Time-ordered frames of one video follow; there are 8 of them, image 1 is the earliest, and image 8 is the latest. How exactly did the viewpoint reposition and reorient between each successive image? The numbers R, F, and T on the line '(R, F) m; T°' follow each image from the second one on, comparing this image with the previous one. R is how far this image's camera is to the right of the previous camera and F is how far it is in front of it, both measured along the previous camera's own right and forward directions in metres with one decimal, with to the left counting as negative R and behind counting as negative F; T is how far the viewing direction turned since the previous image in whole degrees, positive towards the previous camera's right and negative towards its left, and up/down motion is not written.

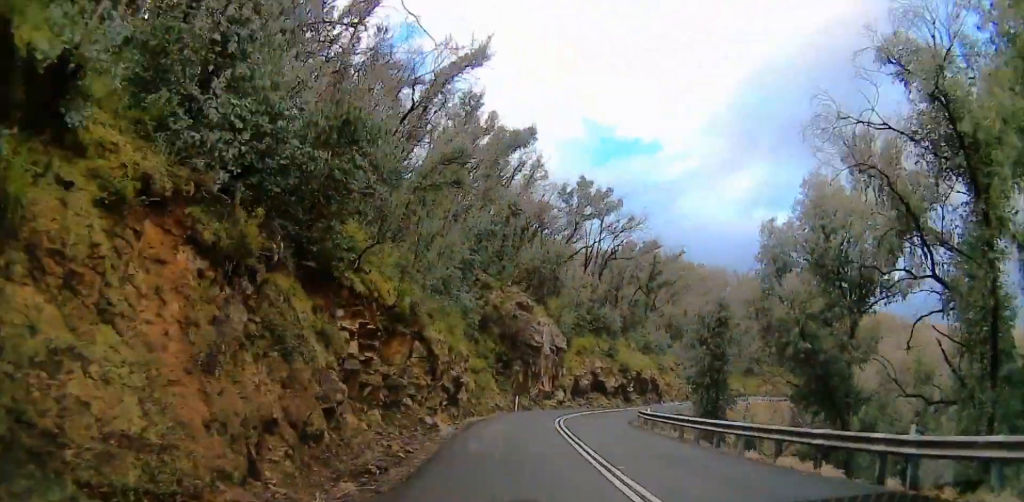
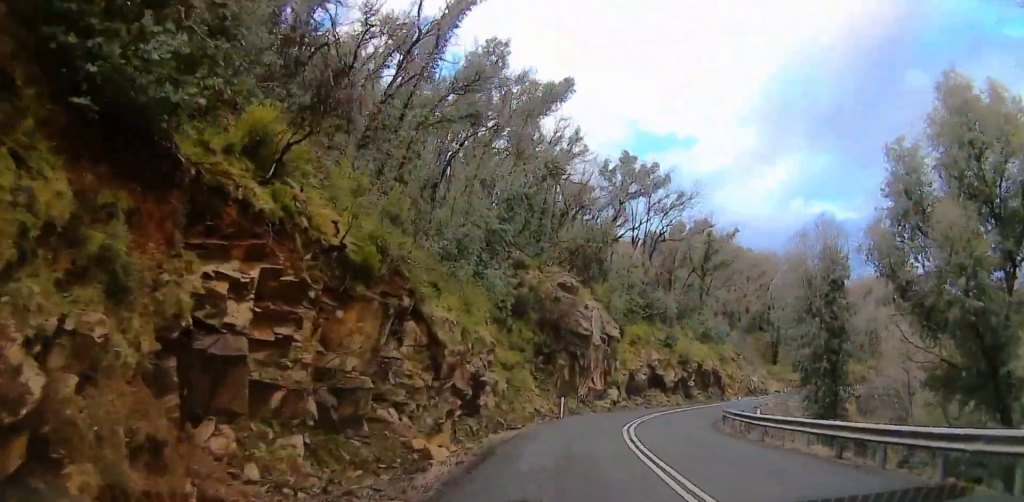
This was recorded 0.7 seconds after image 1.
(-0.3, +9.5) m; 0°
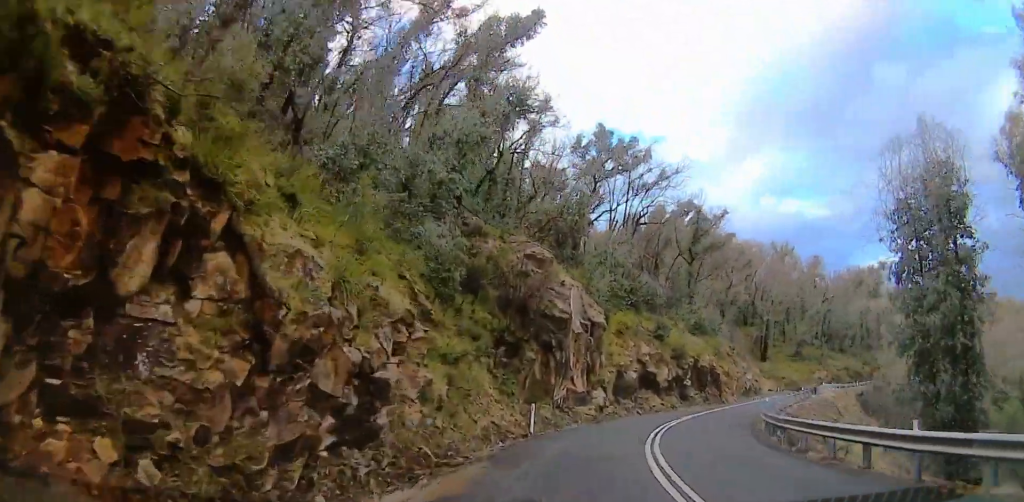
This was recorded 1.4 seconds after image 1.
(+0.4, +9.6) m; +4°
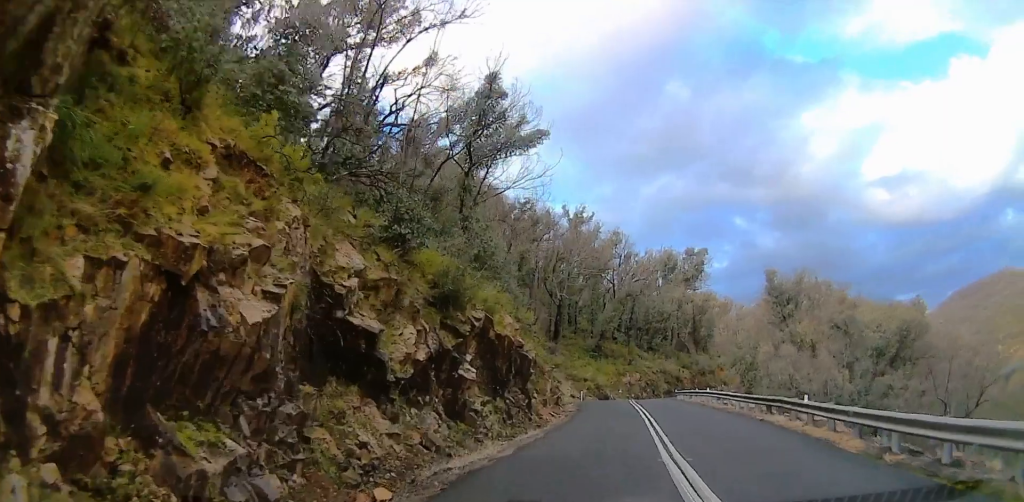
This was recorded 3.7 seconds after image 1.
(+4.7, +29.9) m; +17°
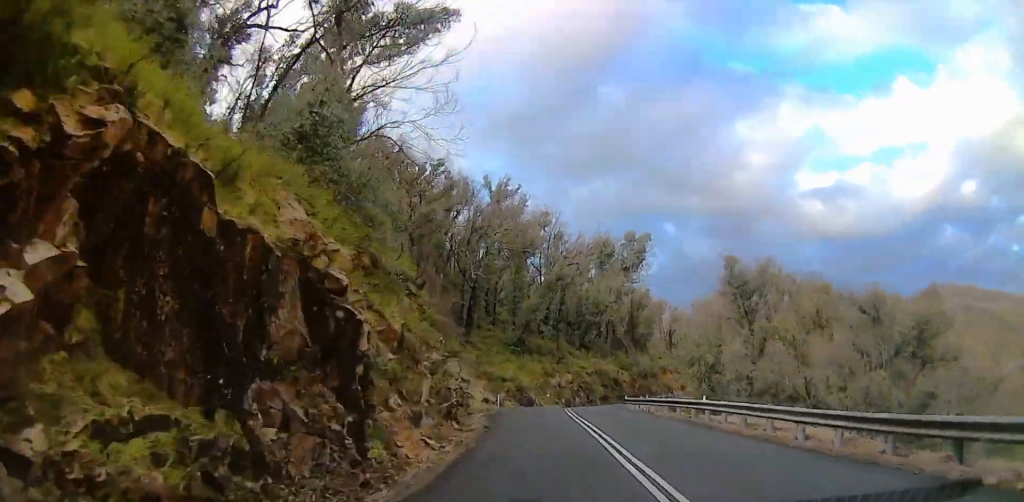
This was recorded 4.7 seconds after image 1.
(+0.4, +14.7) m; +7°
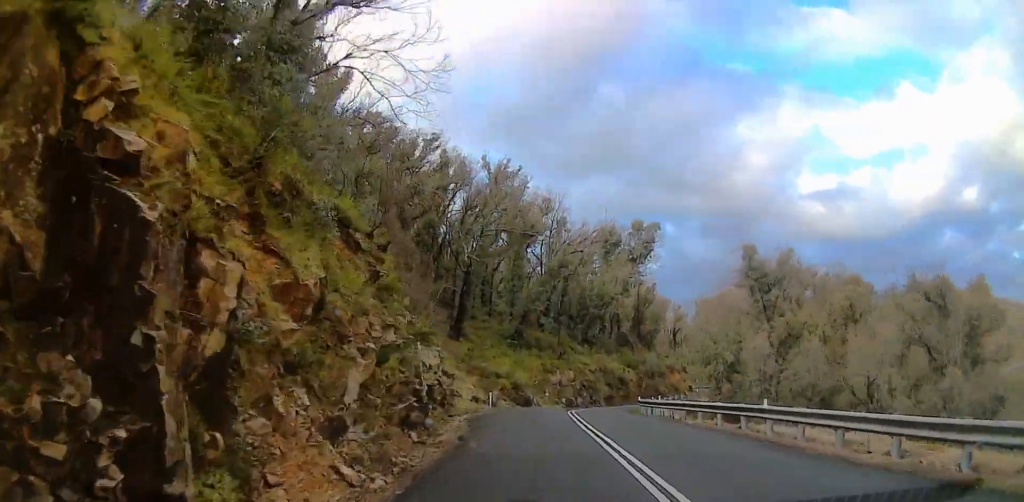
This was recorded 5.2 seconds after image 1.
(+0.5, +6.2) m; 0°
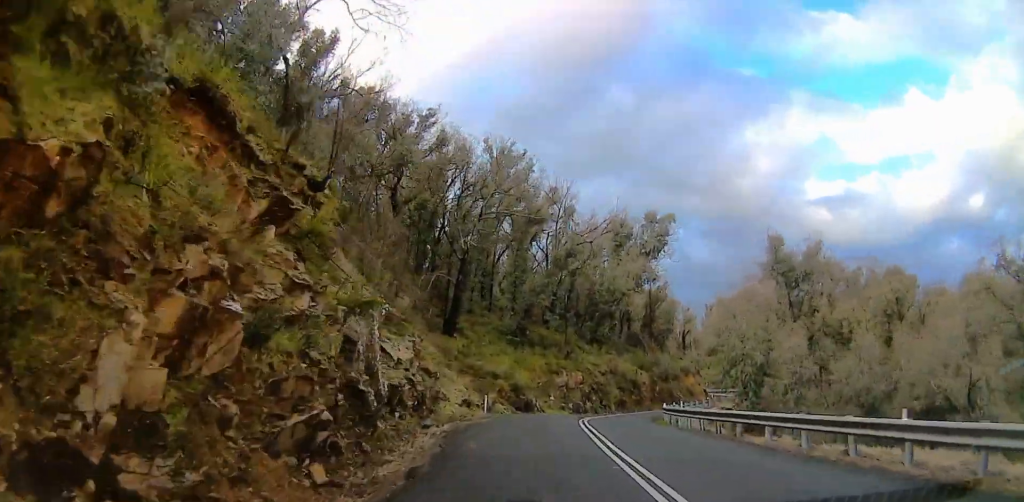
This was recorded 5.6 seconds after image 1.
(+0.6, +6.2) m; 0°
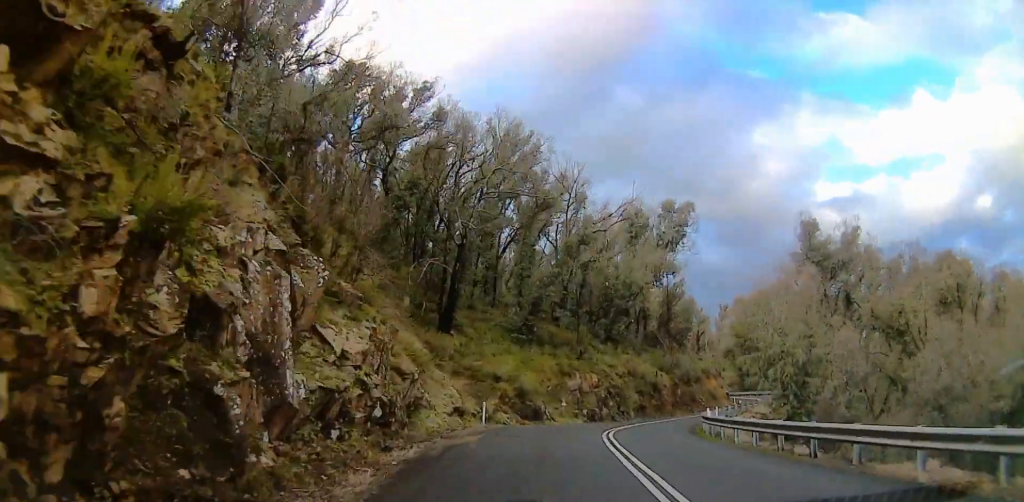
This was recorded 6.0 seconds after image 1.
(-0.2, +6.3) m; 0°
